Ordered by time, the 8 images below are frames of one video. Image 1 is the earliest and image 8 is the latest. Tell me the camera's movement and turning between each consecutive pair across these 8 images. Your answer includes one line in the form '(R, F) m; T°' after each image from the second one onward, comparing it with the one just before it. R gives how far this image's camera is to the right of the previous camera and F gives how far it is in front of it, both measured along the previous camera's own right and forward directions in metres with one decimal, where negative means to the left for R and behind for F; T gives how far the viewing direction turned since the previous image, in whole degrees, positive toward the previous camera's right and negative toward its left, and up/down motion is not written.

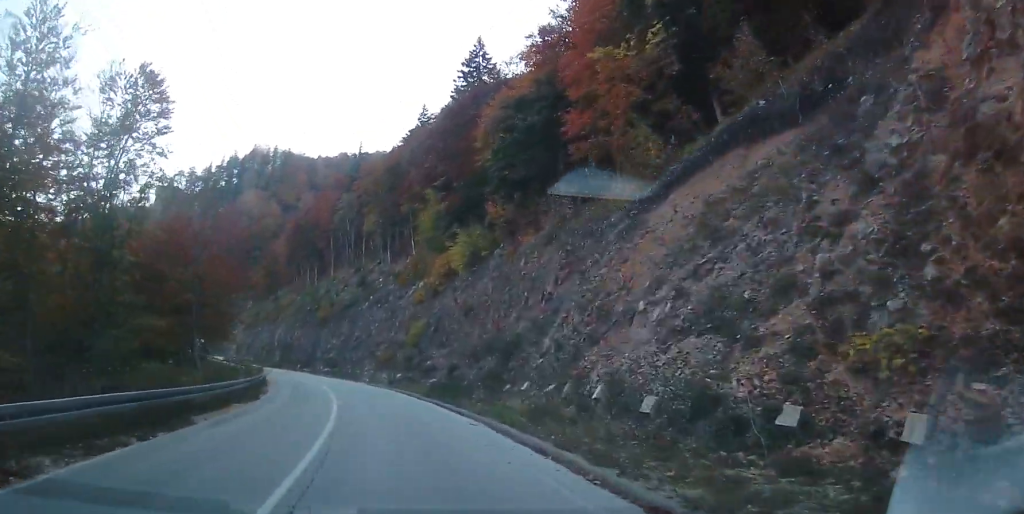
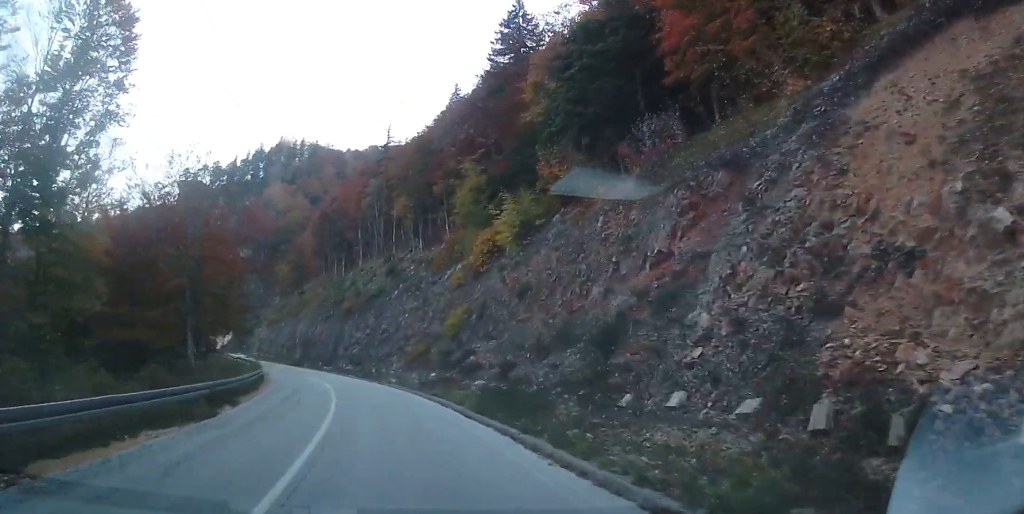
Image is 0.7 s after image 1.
(-0.2, +7.9) m; -5°
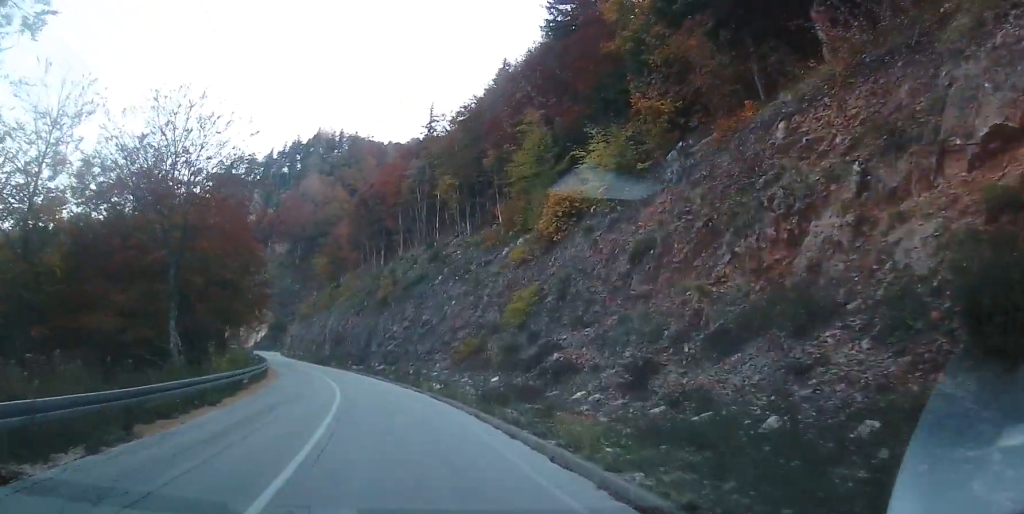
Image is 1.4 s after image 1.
(-0.3, +9.1) m; -8°
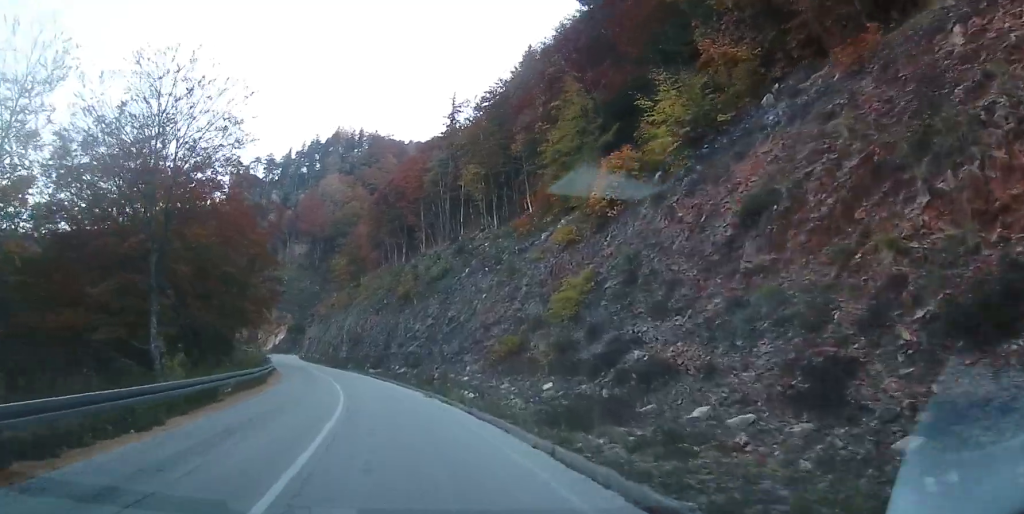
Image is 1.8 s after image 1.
(-0.5, +4.9) m; -4°
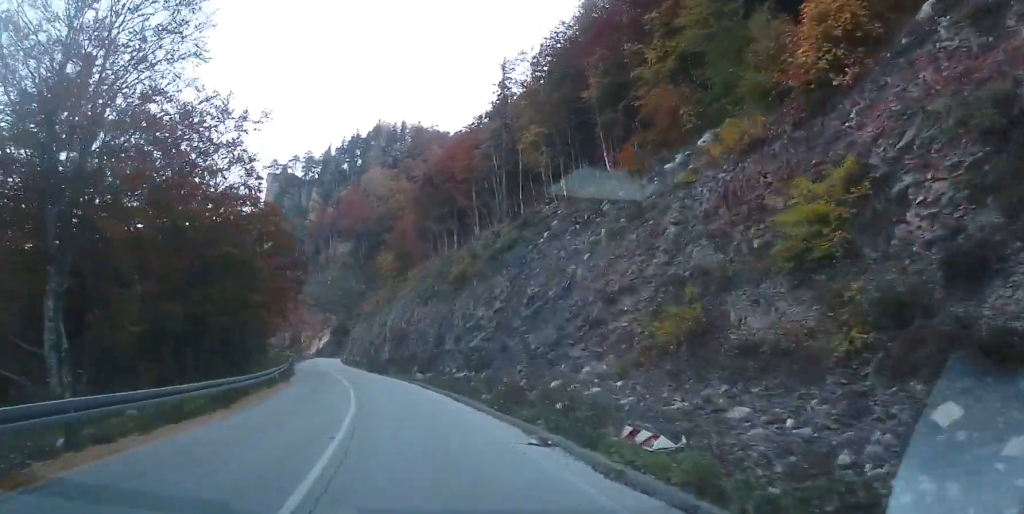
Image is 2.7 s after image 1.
(-0.8, +11.1) m; -6°
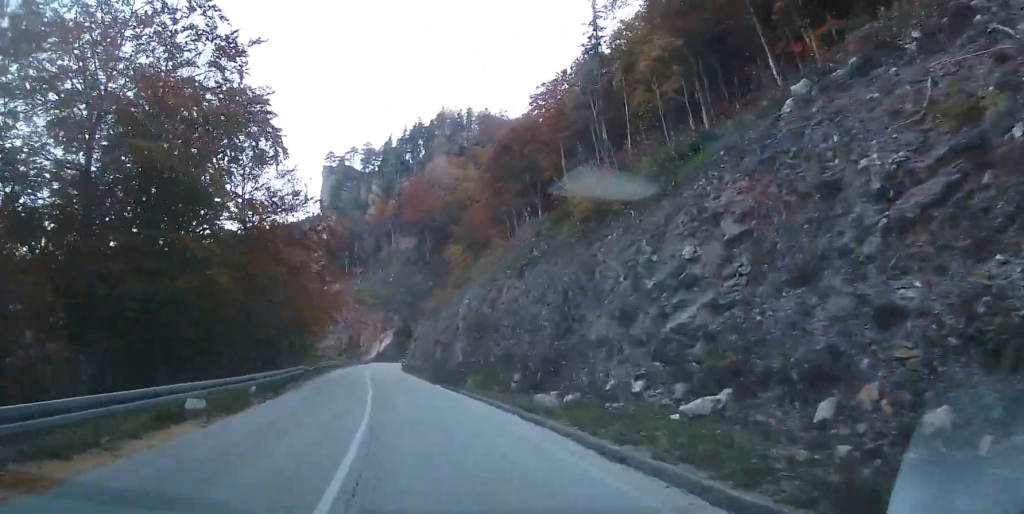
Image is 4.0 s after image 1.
(-0.7, +17.3) m; -2°
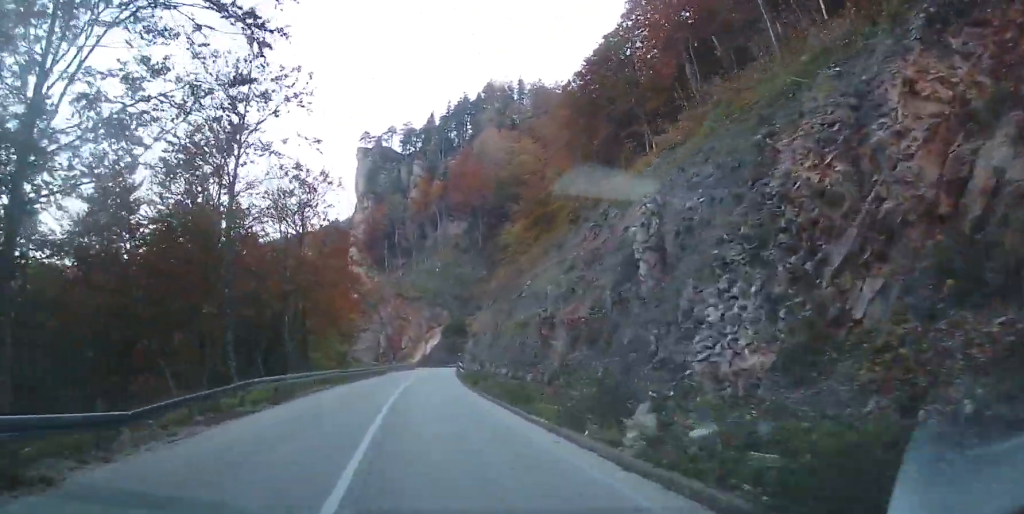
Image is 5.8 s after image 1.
(+1.0, +27.5) m; +4°
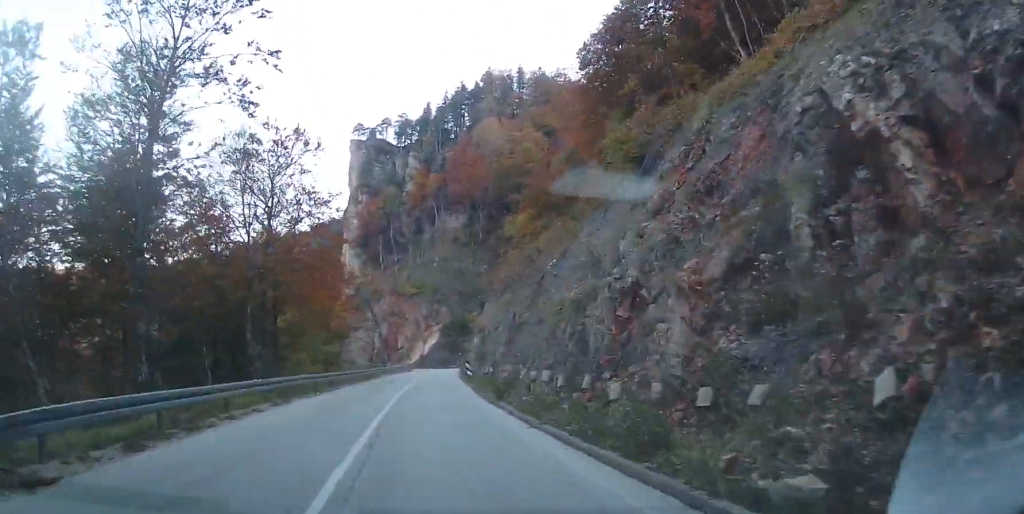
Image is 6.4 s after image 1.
(+0.5, +10.1) m; 0°
